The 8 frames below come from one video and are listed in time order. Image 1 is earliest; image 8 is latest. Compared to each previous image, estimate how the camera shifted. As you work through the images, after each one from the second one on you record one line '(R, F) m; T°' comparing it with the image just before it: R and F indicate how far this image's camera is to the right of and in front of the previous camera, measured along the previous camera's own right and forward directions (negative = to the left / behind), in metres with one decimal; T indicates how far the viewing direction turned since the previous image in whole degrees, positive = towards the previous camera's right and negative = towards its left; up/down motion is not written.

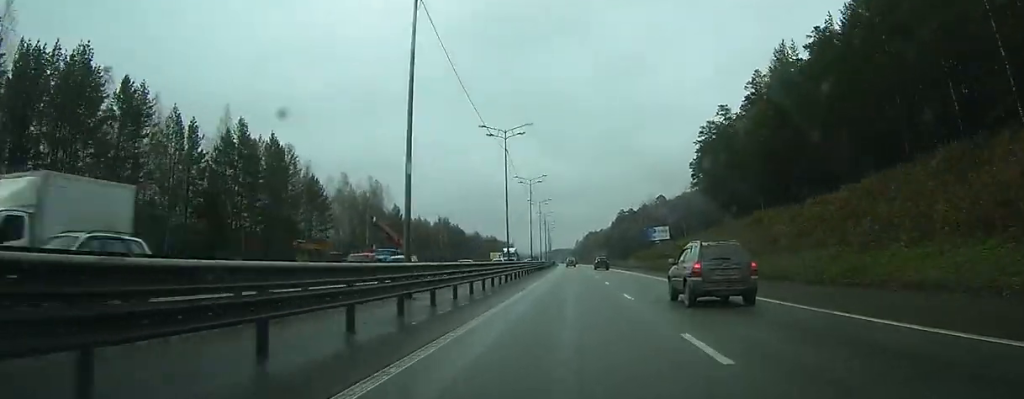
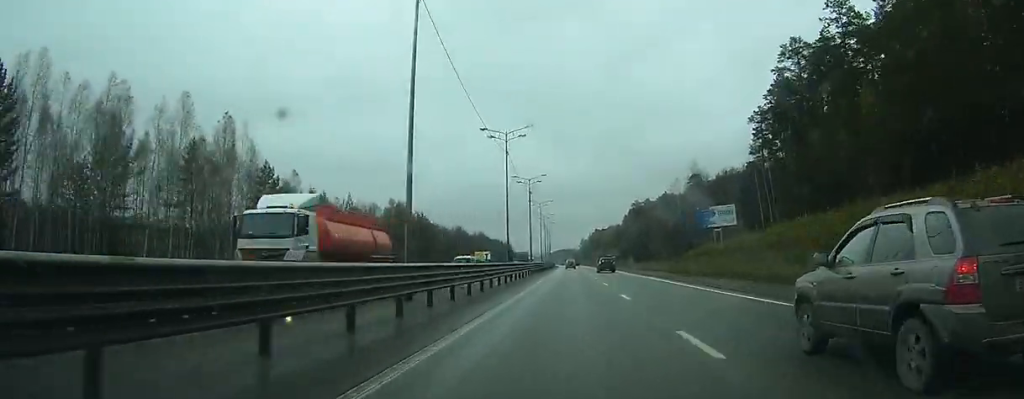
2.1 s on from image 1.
(-0.5, +59.8) m; -1°
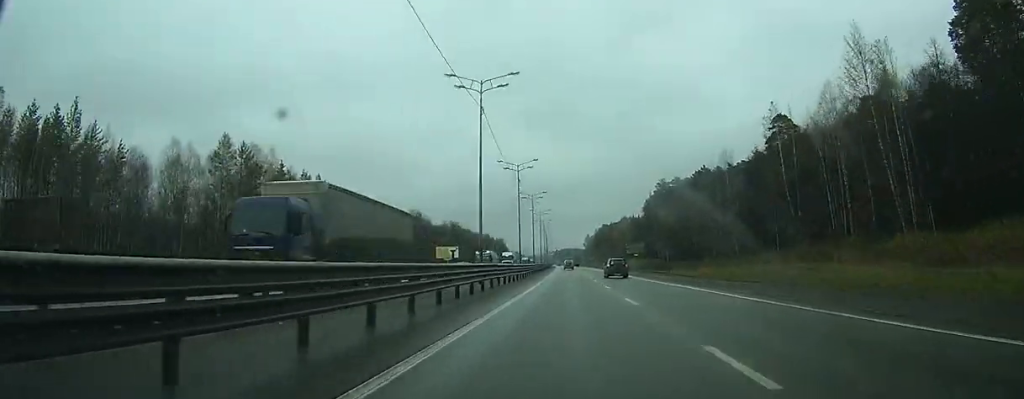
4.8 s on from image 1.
(-0.4, +73.8) m; -1°
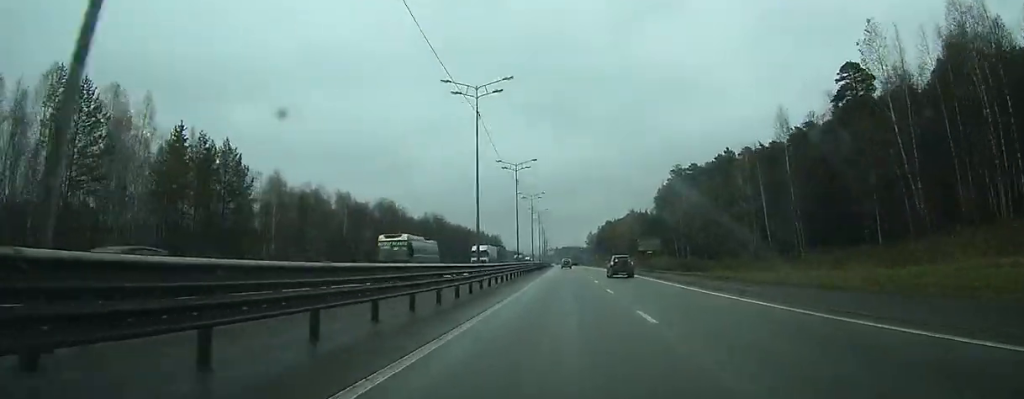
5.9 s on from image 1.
(0.0, +29.2) m; 0°
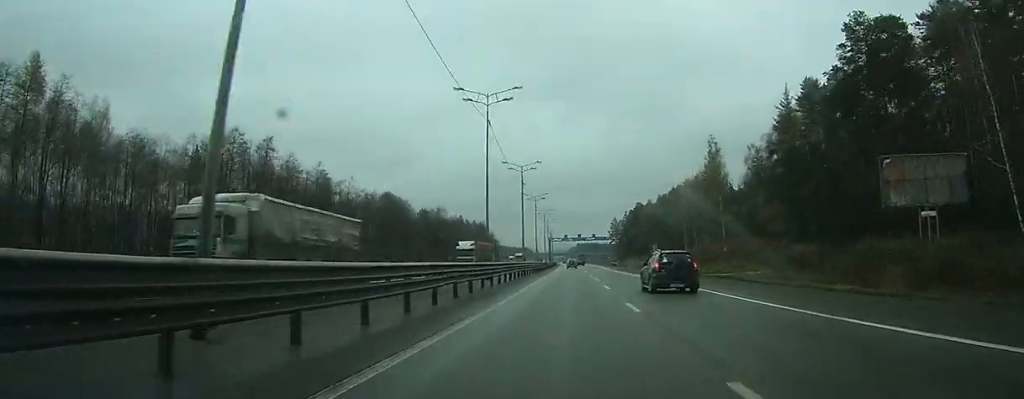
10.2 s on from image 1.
(-1.0, +116.8) m; -1°
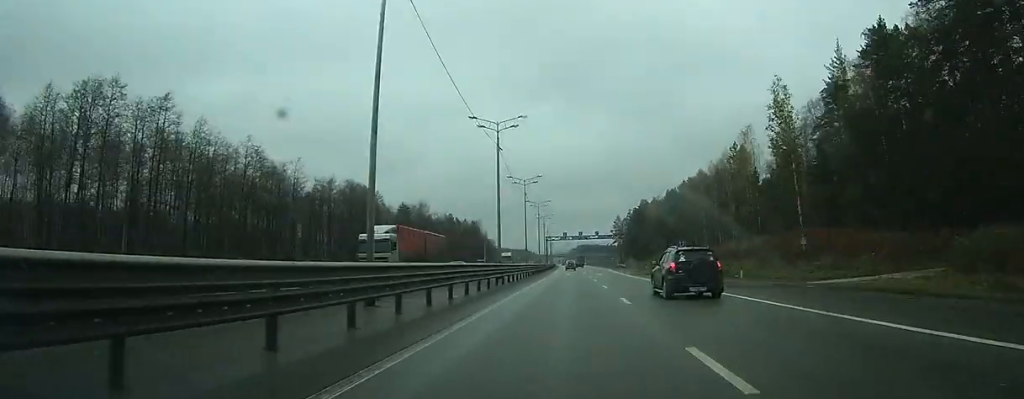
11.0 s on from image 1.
(-0.1, +21.4) m; 0°
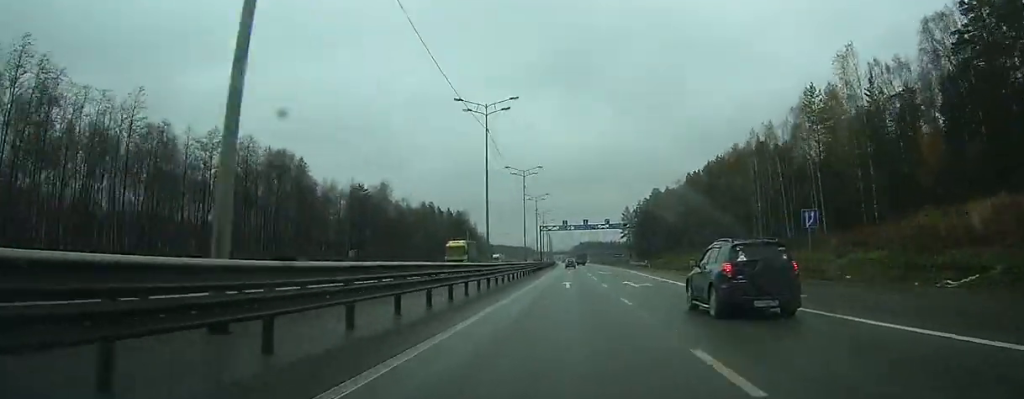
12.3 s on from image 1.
(-0.1, +35.5) m; 0°
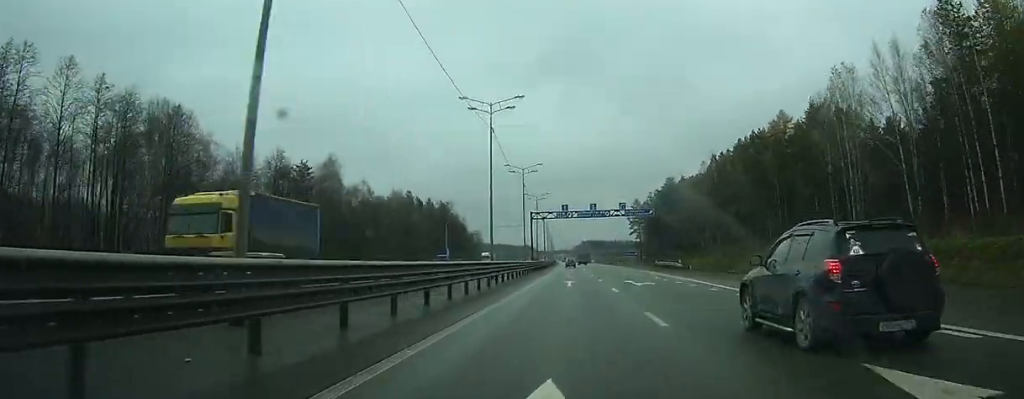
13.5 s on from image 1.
(+0.1, +30.1) m; 0°
